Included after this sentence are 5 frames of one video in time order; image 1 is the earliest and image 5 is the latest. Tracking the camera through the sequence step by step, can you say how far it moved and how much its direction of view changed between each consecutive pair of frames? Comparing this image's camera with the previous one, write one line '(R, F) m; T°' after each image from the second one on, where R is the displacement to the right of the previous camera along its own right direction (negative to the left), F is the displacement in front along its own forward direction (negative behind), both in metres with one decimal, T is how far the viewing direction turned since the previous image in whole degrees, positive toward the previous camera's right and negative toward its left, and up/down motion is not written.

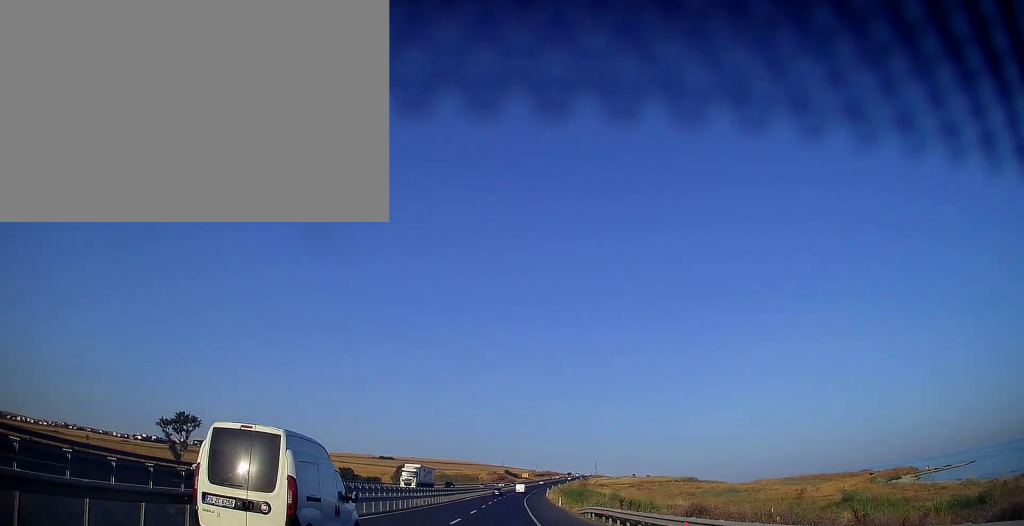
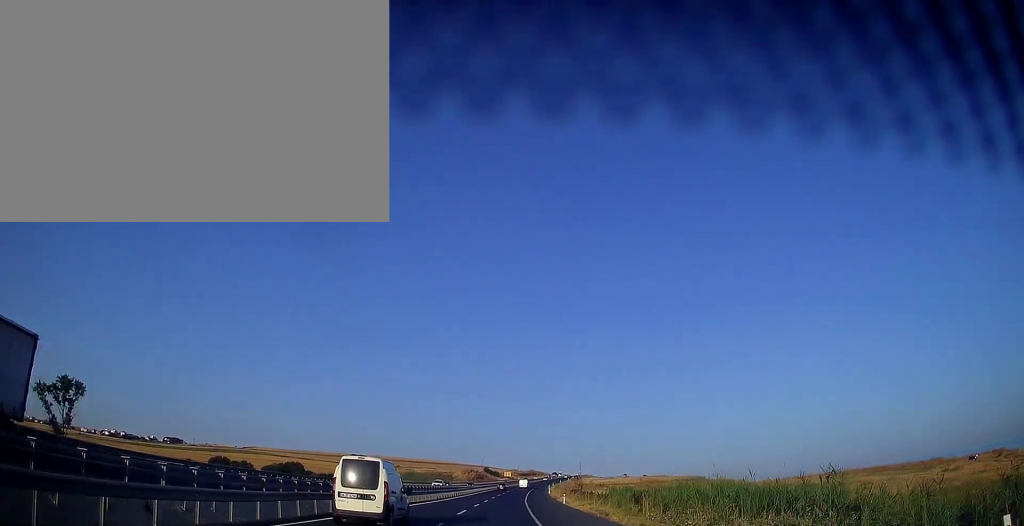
(+1.0, +55.1) m; +2°
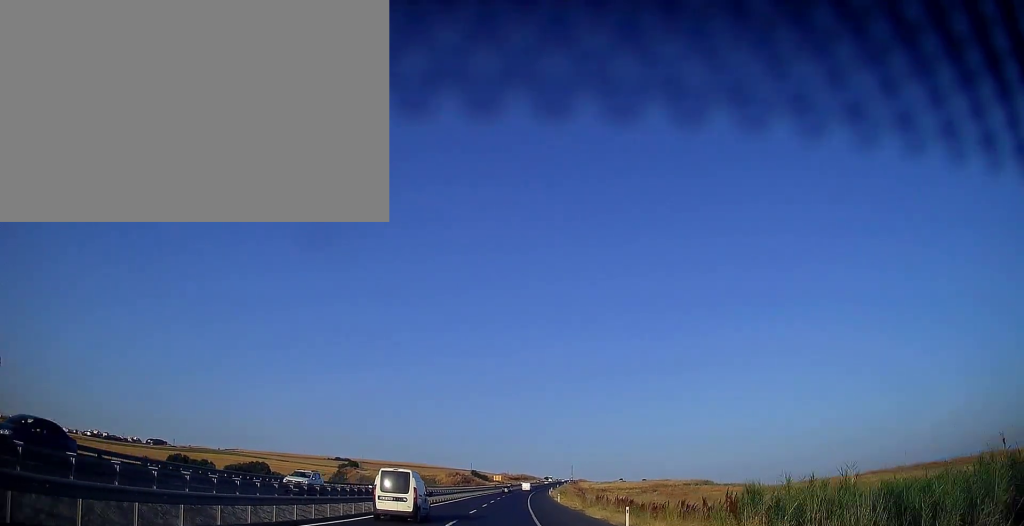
(+0.4, +29.5) m; +1°
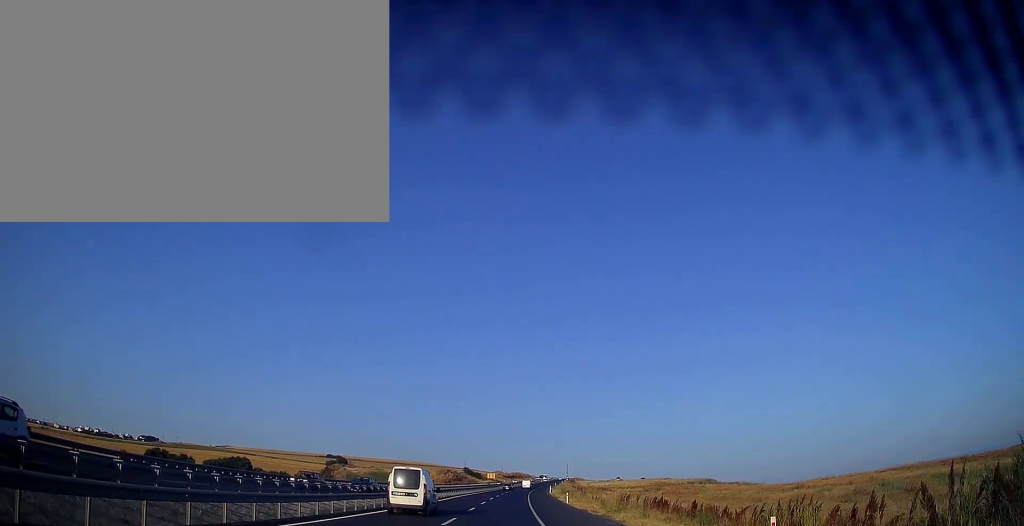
(0.0, +14.7) m; 0°
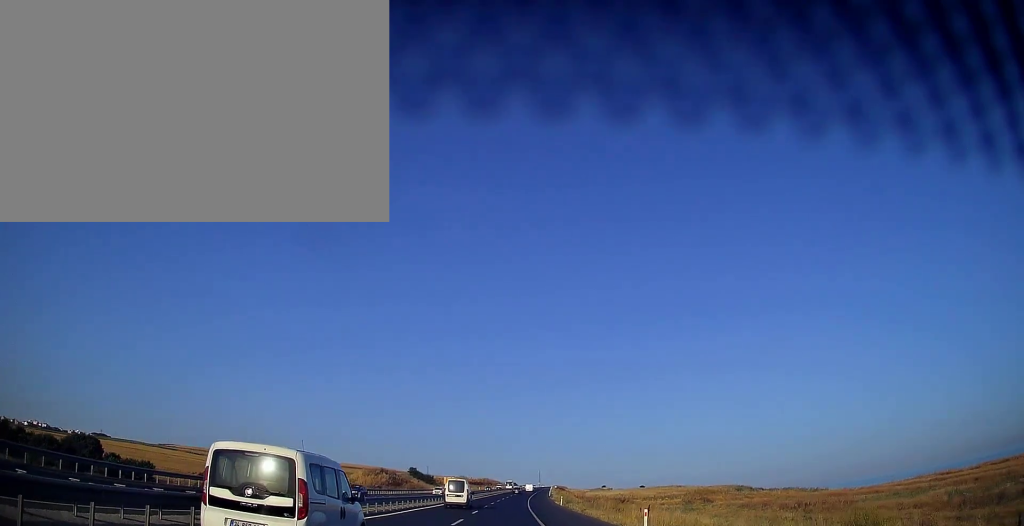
(+1.7, +80.7) m; +3°
